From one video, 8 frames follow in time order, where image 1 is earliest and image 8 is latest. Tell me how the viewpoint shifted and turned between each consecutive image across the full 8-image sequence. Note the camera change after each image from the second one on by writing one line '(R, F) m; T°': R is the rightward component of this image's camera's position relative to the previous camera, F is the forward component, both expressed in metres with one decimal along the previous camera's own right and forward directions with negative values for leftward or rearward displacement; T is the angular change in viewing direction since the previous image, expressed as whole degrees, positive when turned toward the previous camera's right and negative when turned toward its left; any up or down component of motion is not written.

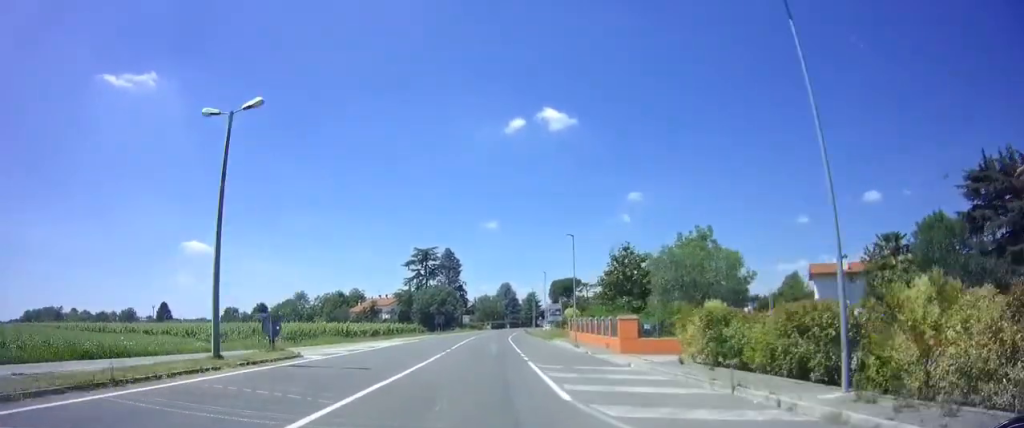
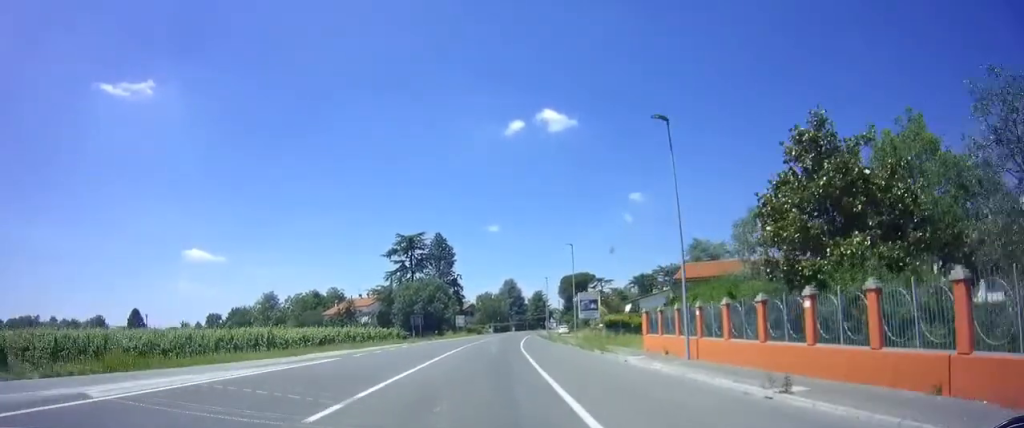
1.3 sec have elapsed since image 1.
(+0.3, +23.0) m; +1°
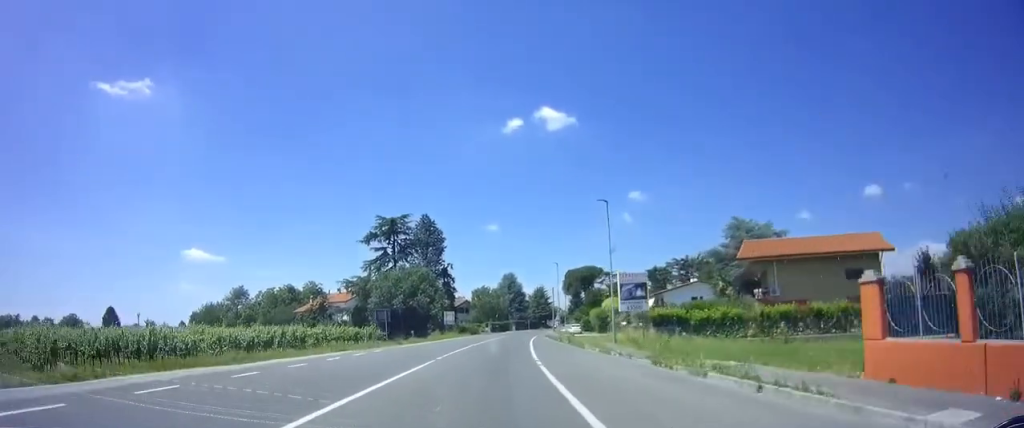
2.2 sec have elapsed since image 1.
(-0.1, +15.6) m; 0°
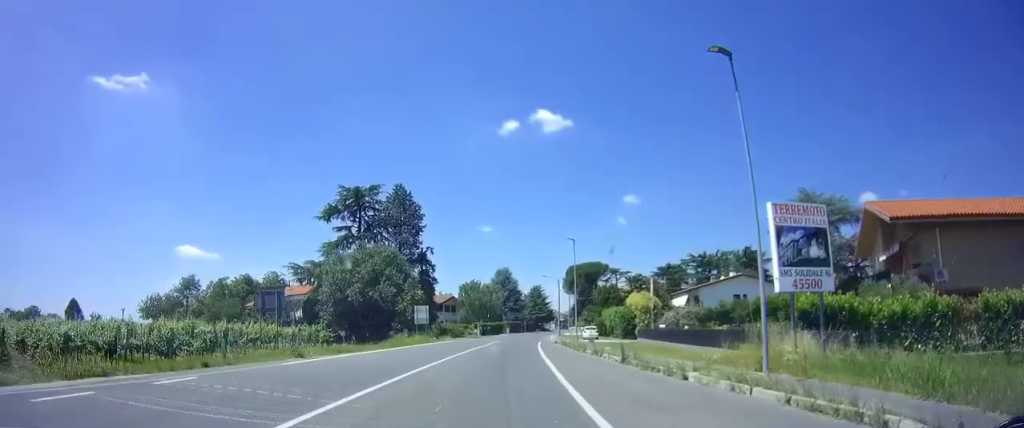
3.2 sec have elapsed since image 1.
(+0.1, +17.3) m; +1°
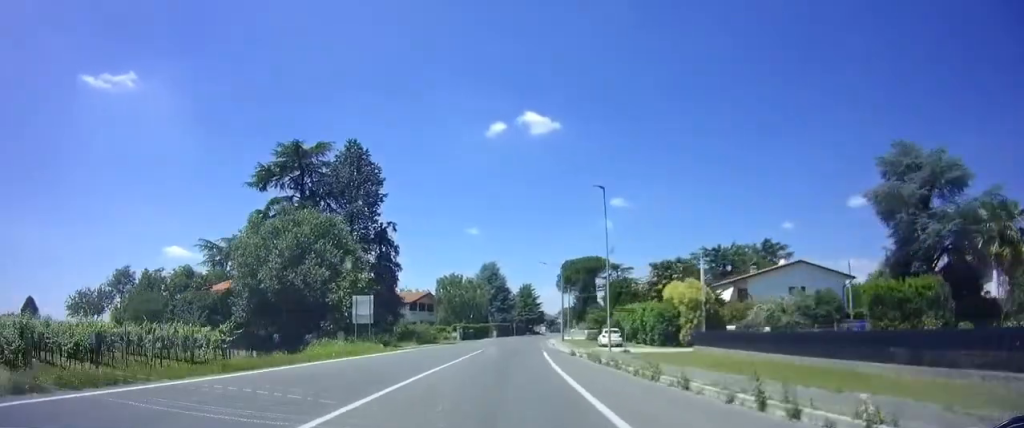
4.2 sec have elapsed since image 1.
(+0.2, +16.2) m; +2°
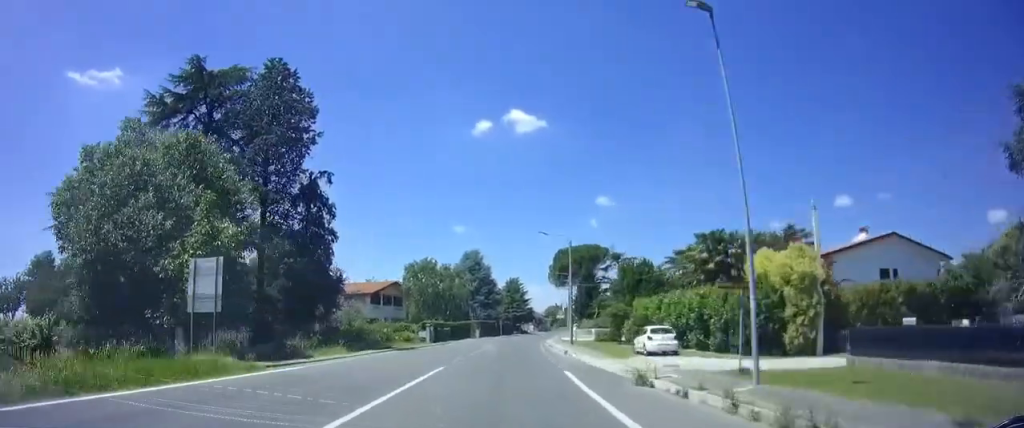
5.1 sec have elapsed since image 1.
(+0.2, +15.6) m; +2°
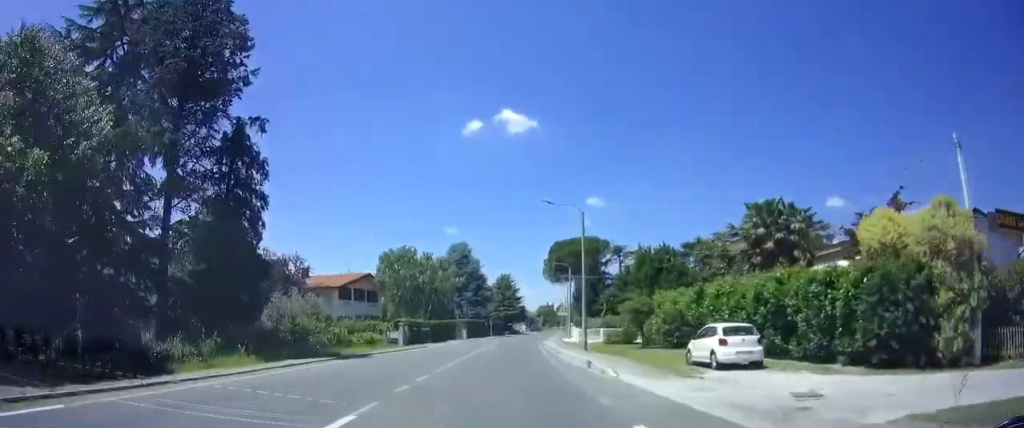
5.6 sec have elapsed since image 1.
(+0.1, +9.8) m; +1°
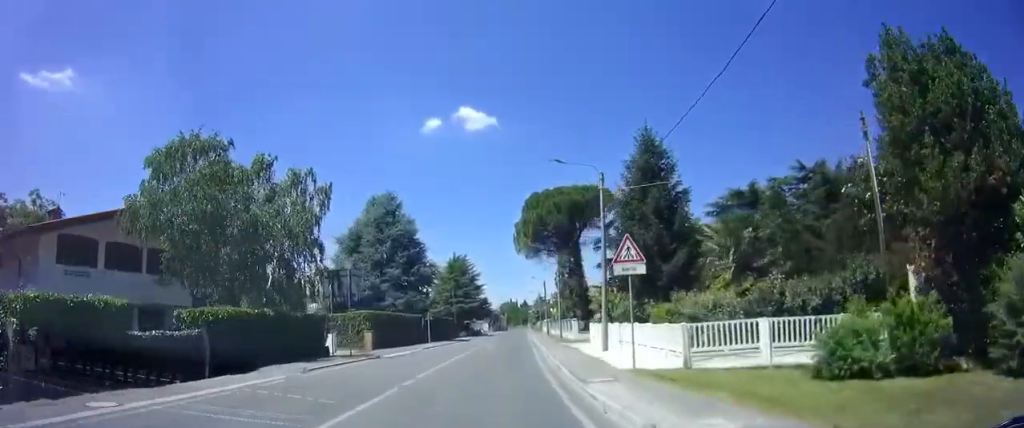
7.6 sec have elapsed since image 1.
(+1.2, +33.7) m; +4°
